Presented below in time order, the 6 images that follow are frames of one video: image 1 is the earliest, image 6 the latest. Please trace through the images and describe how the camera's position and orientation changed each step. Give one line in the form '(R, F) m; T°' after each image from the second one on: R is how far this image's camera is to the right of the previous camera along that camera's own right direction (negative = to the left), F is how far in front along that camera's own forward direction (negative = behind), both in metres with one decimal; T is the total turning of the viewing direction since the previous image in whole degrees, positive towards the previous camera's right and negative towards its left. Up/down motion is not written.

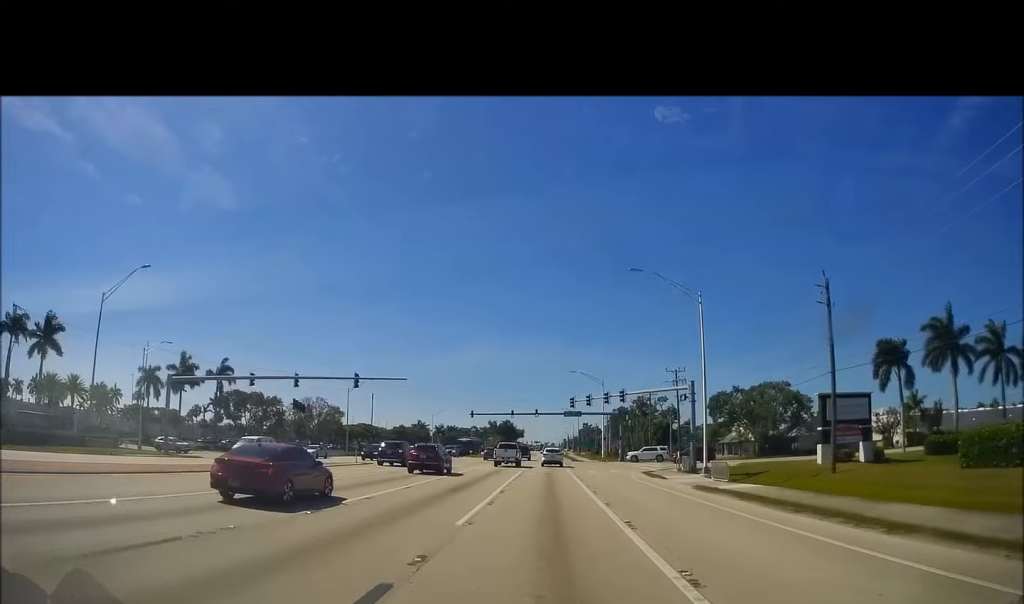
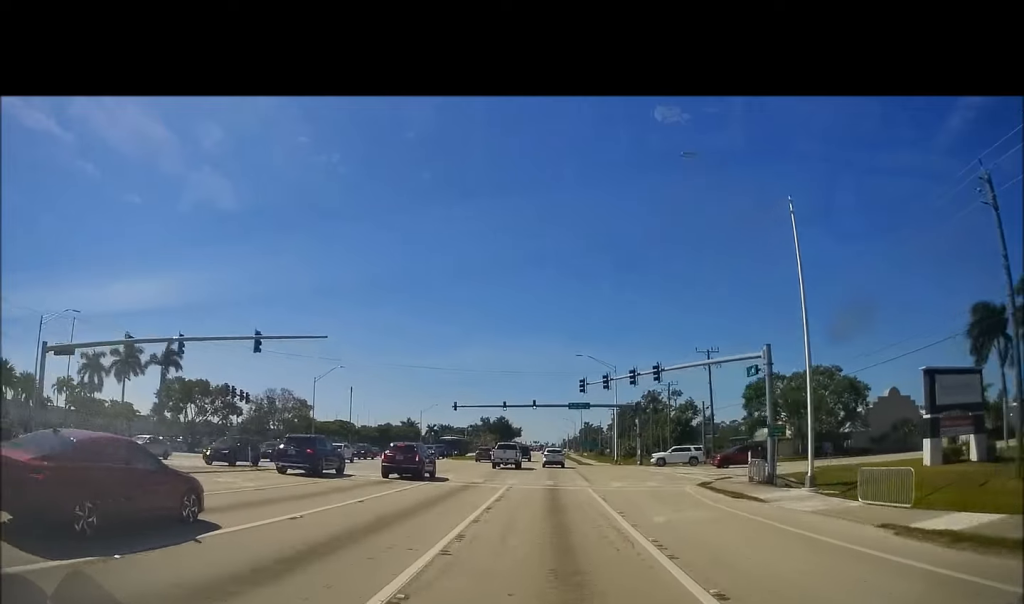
(-0.3, +16.4) m; -1°
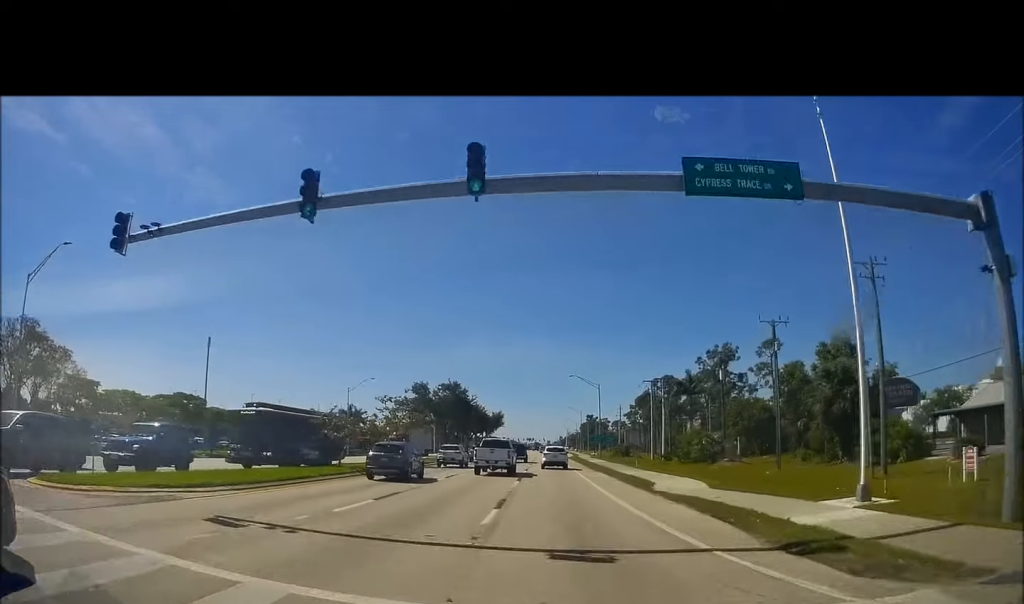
(+0.9, +58.7) m; 0°
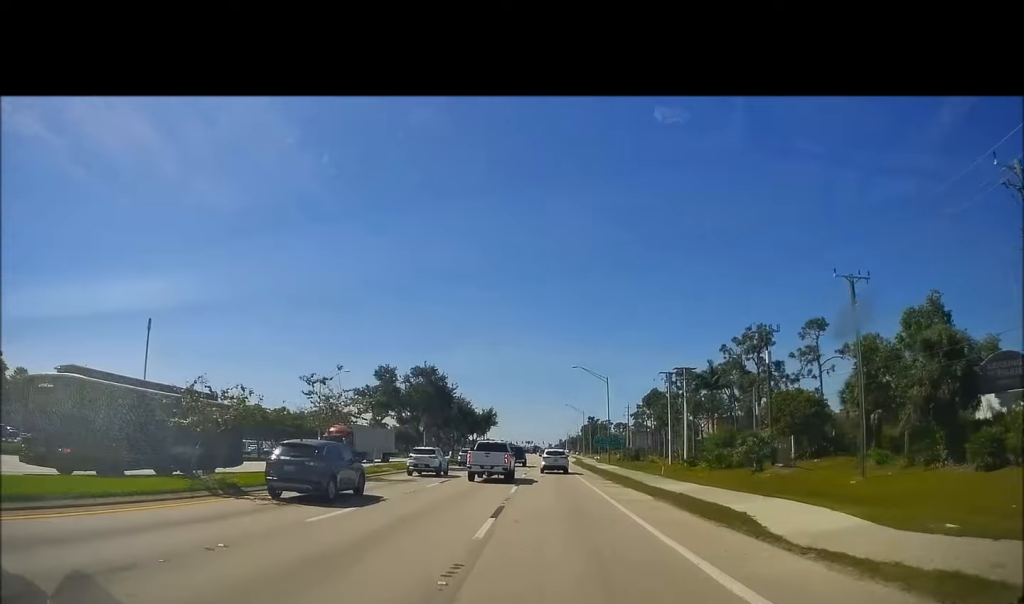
(0.0, +13.2) m; +1°
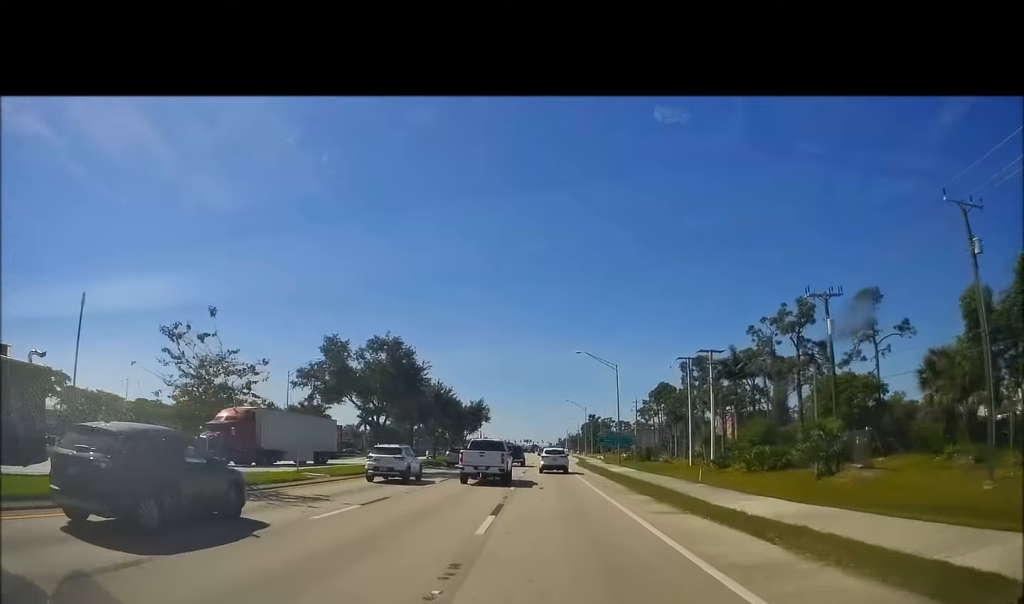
(0.0, +11.8) m; +1°
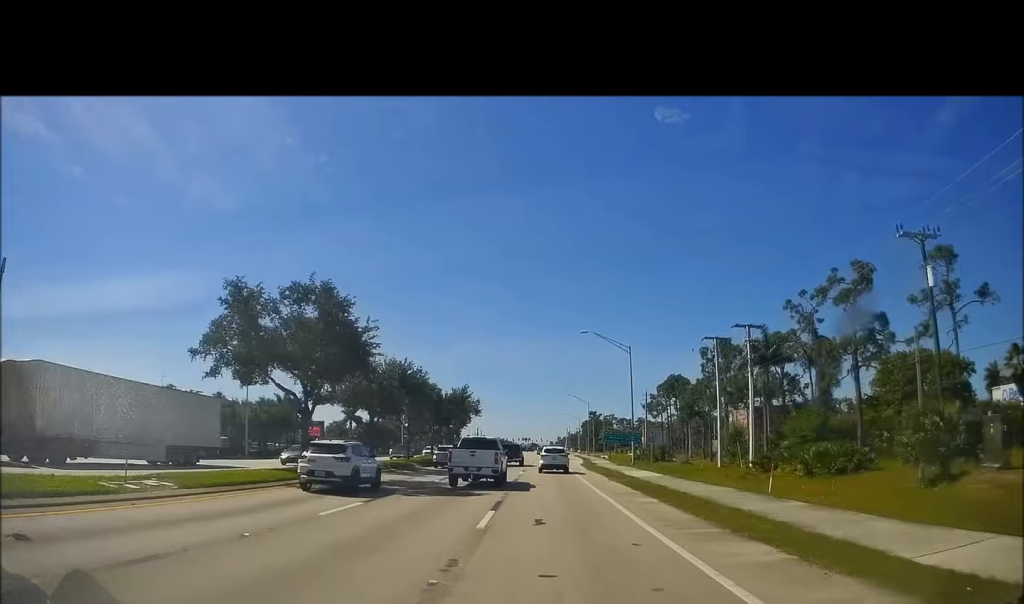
(+0.3, +11.9) m; +1°
